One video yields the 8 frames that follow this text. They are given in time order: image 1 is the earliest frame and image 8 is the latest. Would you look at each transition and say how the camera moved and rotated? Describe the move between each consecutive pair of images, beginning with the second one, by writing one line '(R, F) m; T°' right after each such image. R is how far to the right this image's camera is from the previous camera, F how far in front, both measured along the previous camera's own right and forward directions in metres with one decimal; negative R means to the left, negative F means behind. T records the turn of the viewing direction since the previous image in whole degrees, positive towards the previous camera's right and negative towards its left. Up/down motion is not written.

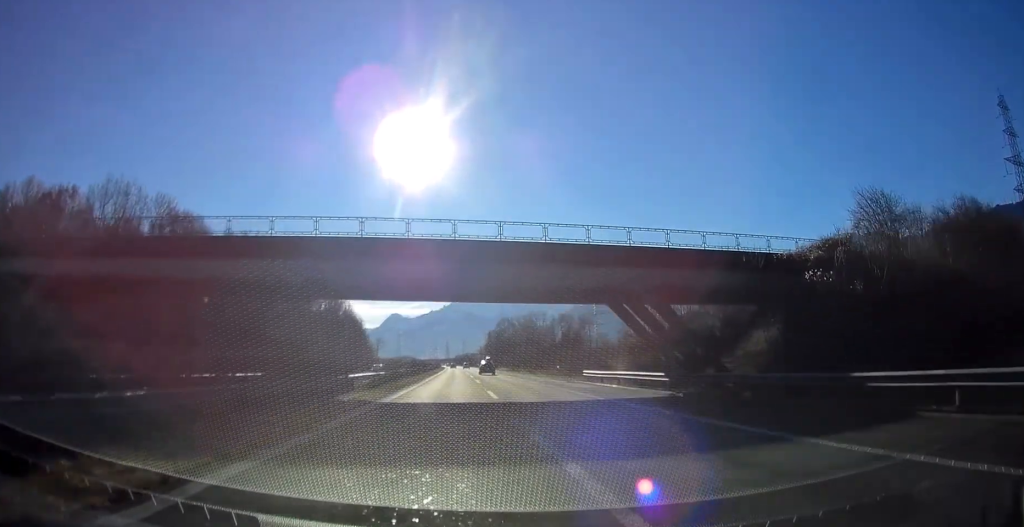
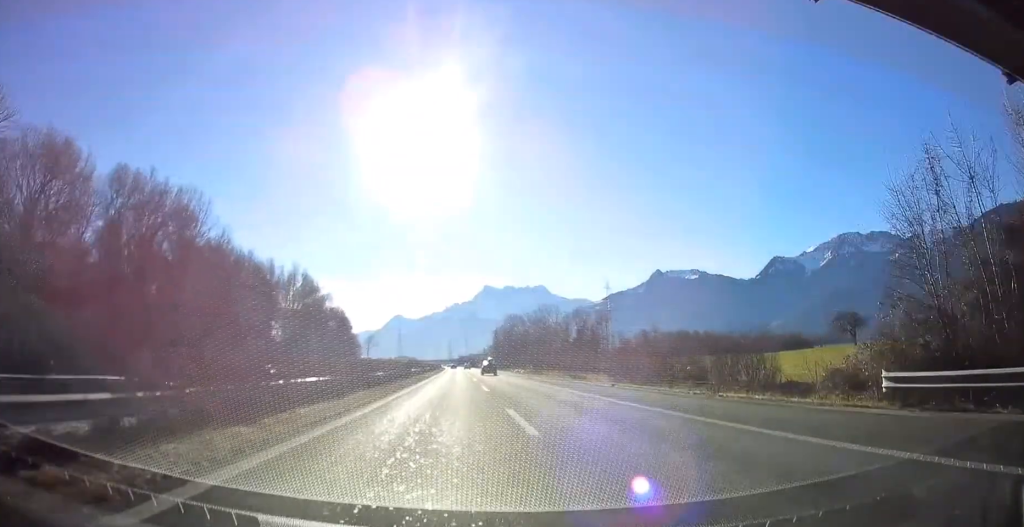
(-0.1, +30.6) m; 0°
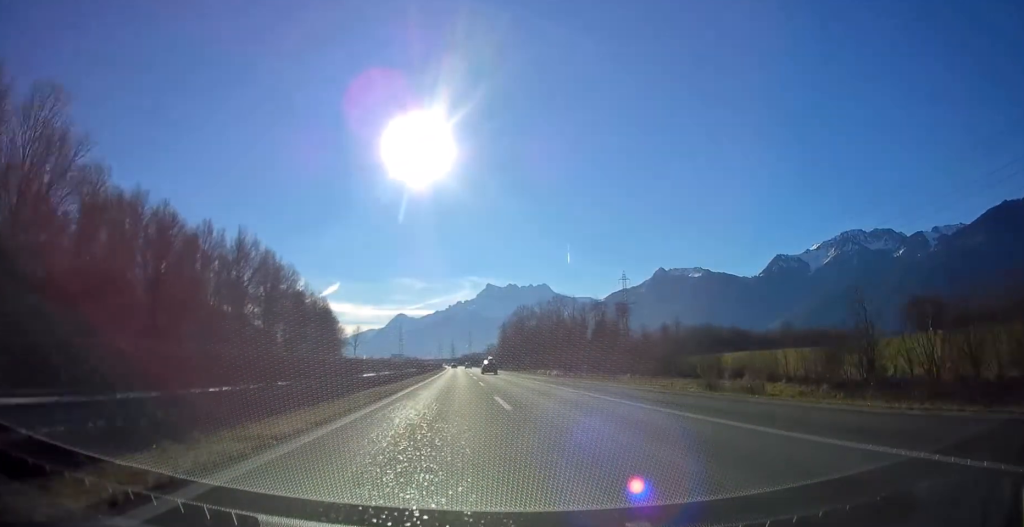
(0.0, +30.7) m; 0°
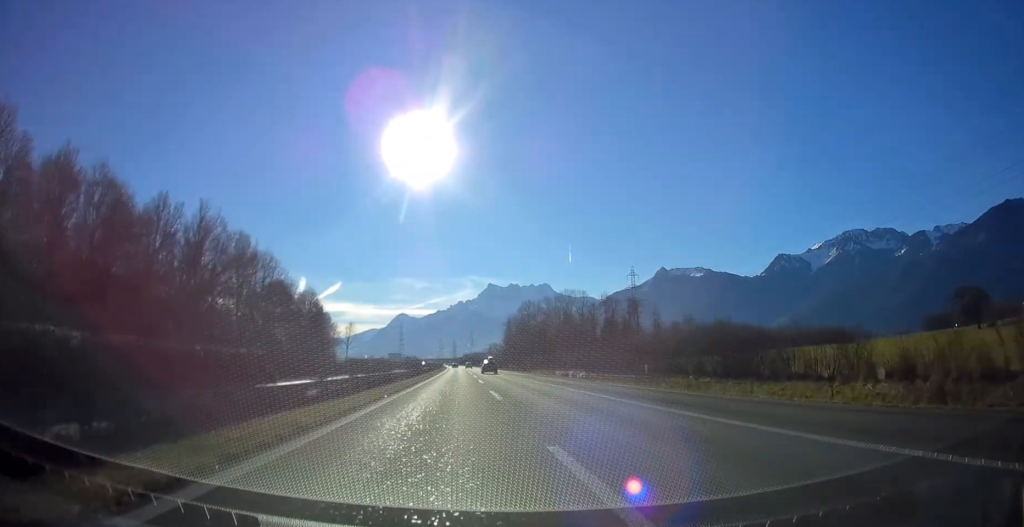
(0.0, +13.6) m; 0°
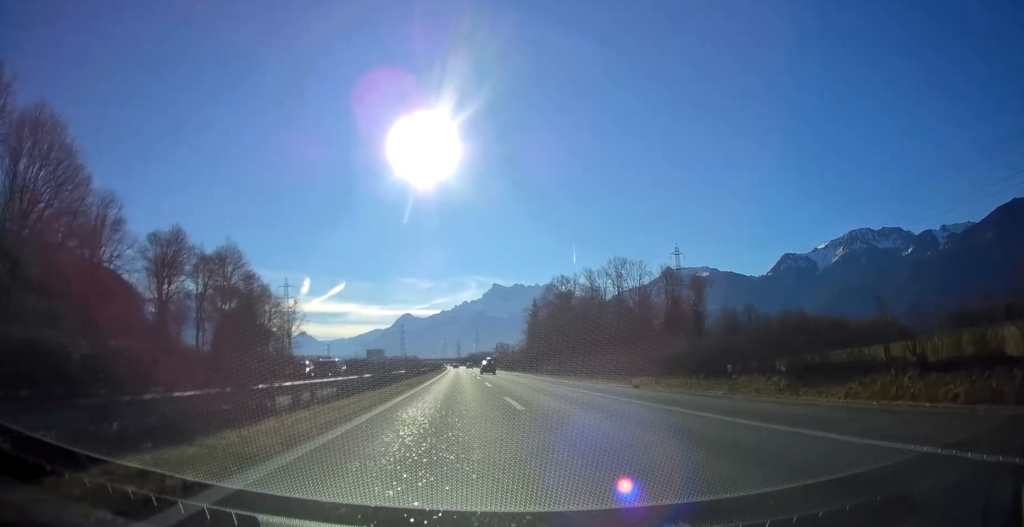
(-0.3, +59.9) m; -1°
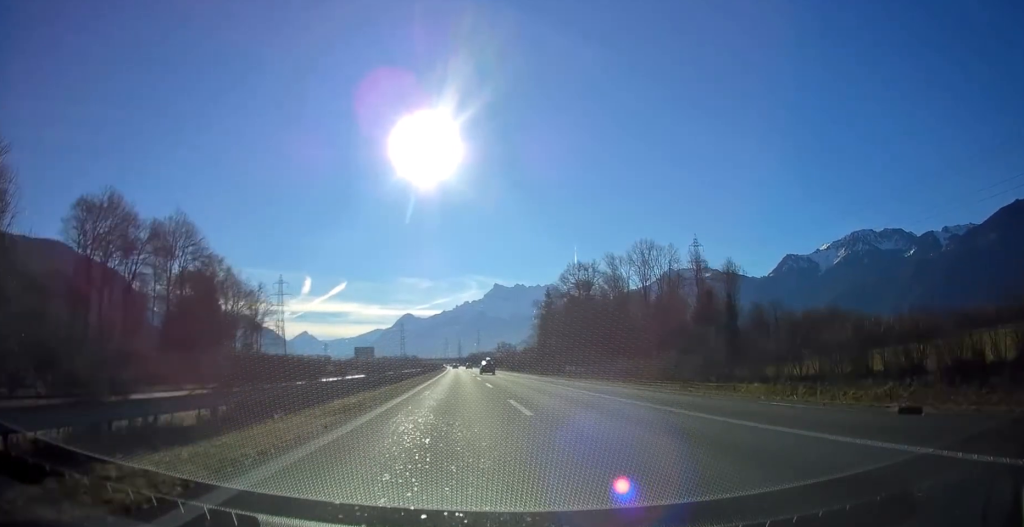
(0.0, +20.2) m; 0°
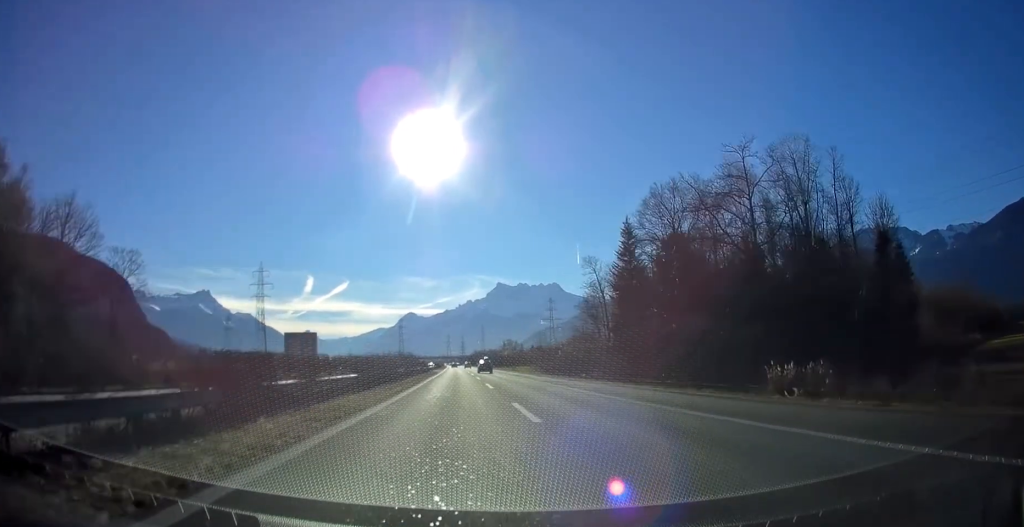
(-0.1, +56.2) m; 0°
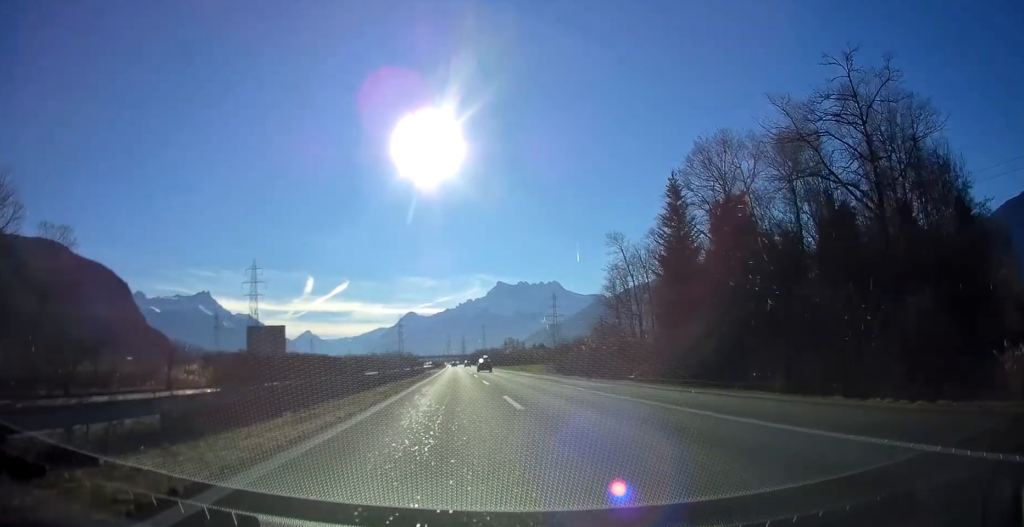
(0.0, +14.6) m; 0°
